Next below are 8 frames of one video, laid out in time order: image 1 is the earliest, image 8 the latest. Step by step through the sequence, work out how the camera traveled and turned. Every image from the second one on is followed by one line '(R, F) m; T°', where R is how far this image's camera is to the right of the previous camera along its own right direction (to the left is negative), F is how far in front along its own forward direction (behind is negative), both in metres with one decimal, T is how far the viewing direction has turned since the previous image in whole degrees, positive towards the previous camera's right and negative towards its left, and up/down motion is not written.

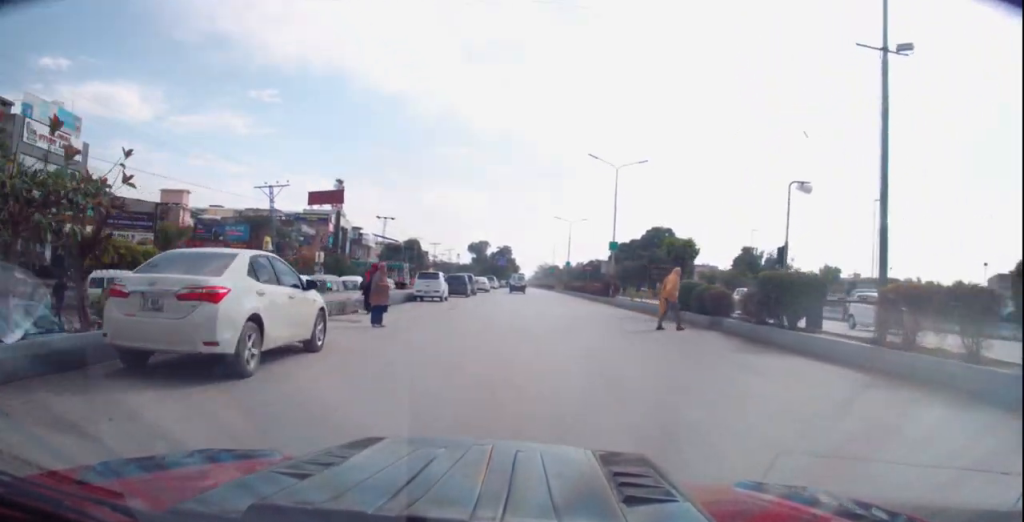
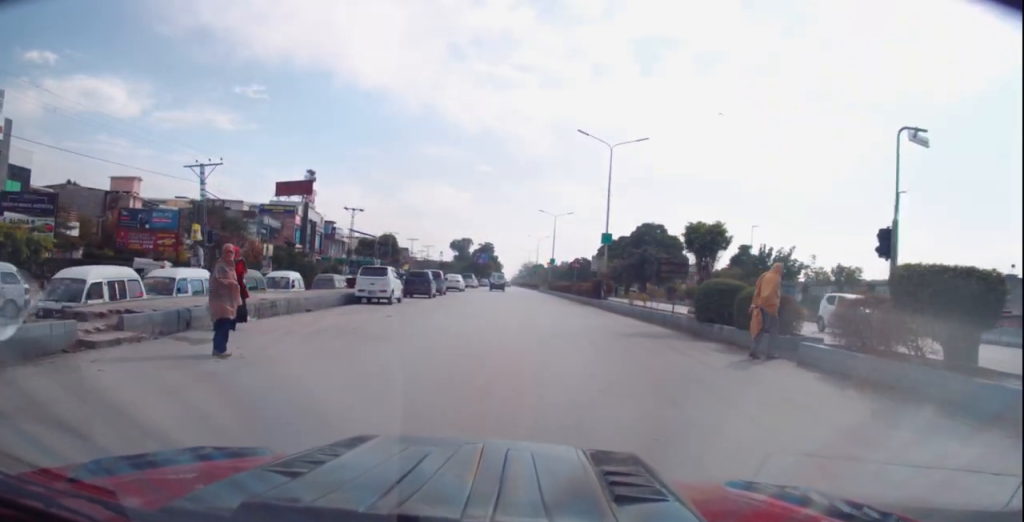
(+0.4, +6.3) m; +2°
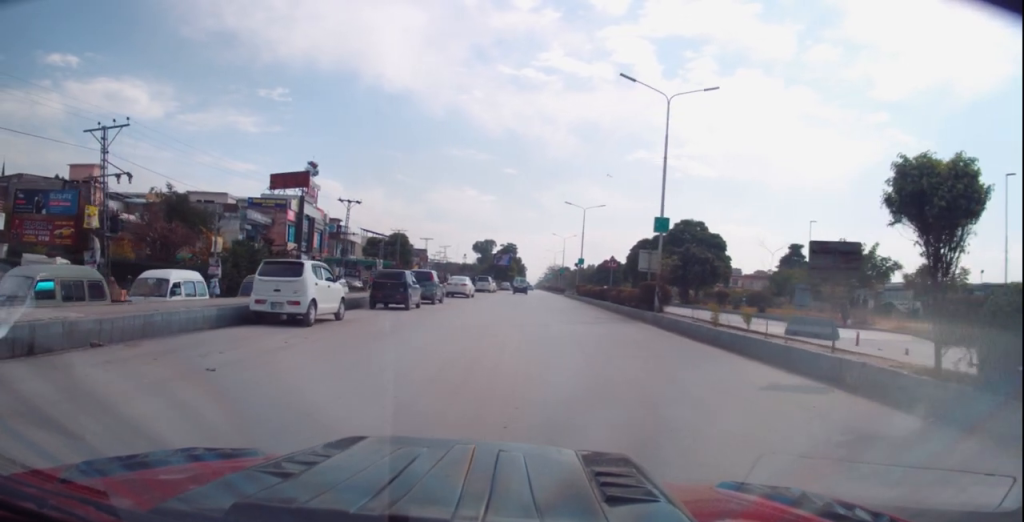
(+0.3, +10.5) m; 0°
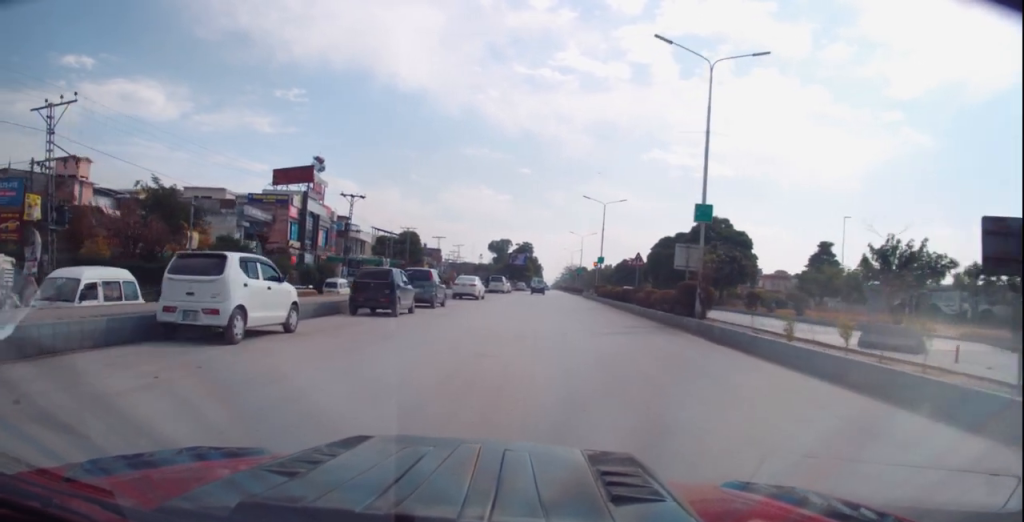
(-0.1, +4.3) m; -6°
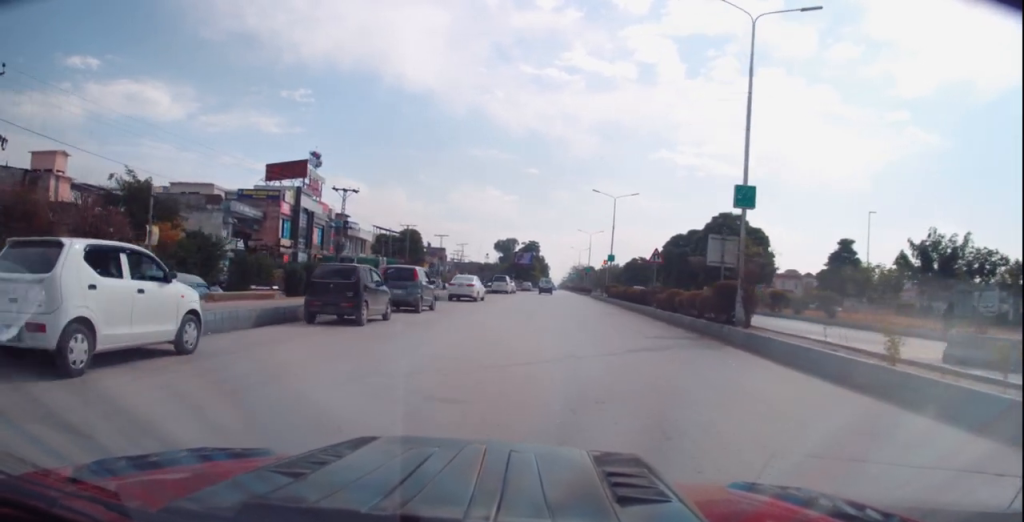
(-0.4, +4.0) m; +3°
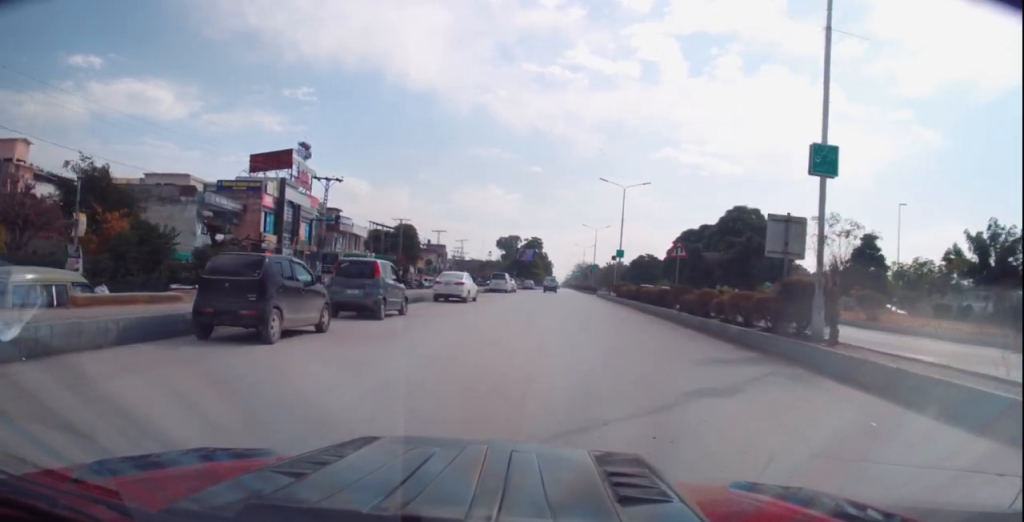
(+0.4, +4.9) m; +3°
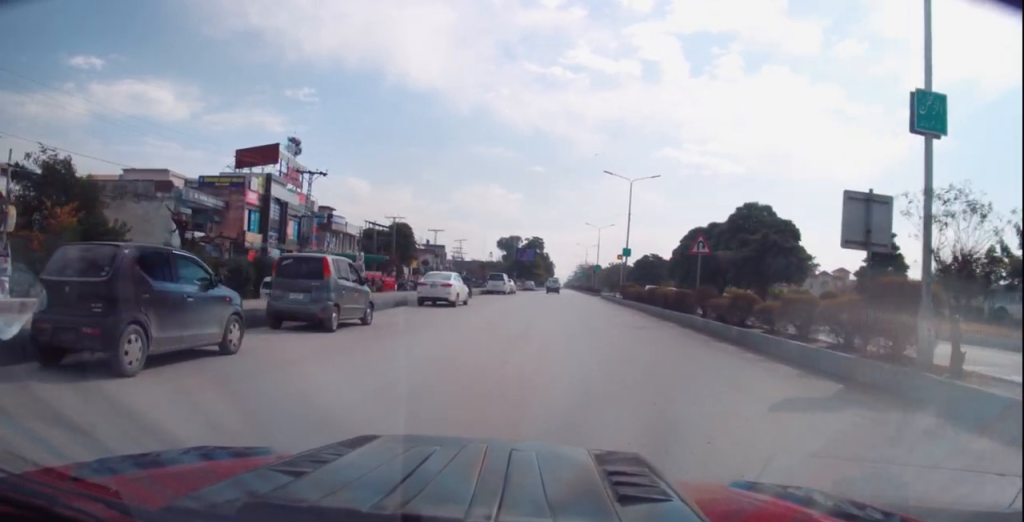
(+0.1, +3.9) m; 0°
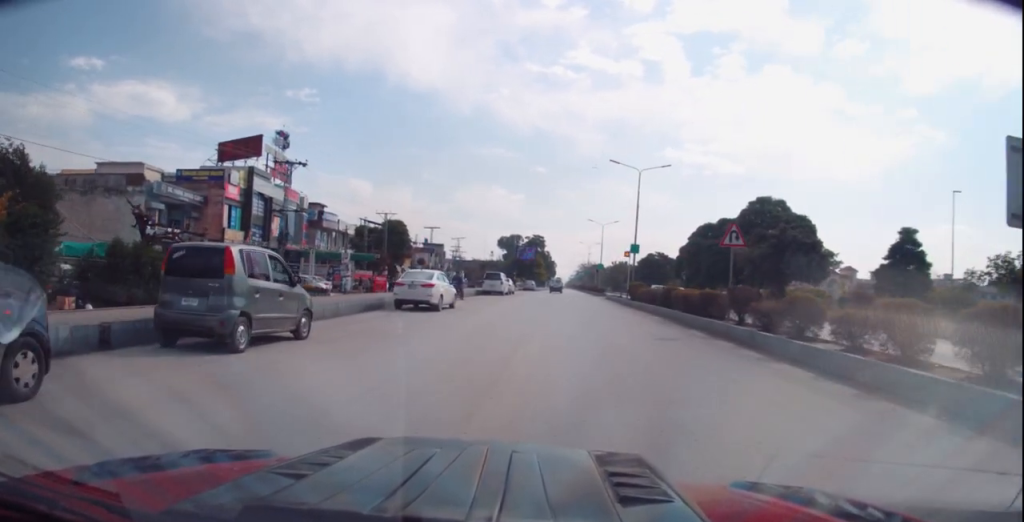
(-0.4, +4.2) m; -3°
